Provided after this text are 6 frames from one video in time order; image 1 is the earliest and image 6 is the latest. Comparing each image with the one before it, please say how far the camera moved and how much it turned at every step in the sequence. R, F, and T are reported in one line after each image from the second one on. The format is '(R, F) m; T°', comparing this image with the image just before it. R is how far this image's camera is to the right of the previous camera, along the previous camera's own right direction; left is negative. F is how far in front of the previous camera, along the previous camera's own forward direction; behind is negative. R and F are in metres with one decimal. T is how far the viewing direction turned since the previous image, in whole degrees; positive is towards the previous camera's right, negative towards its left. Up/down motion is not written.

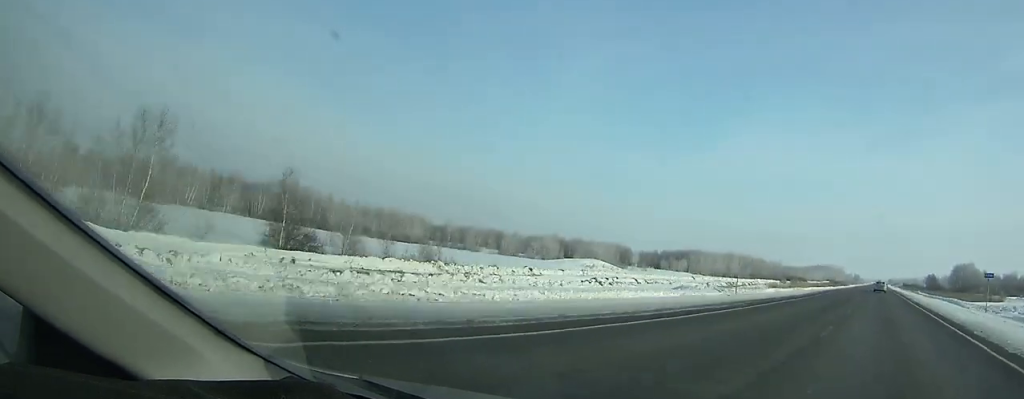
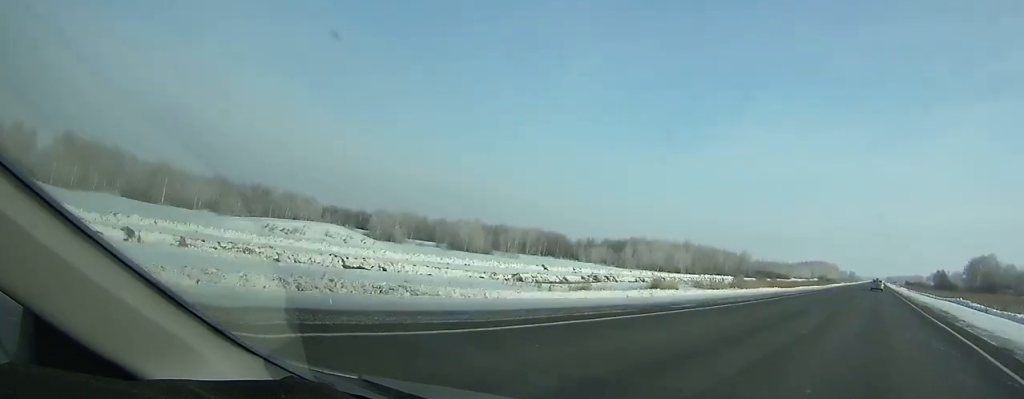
(-0.2, +74.1) m; 0°
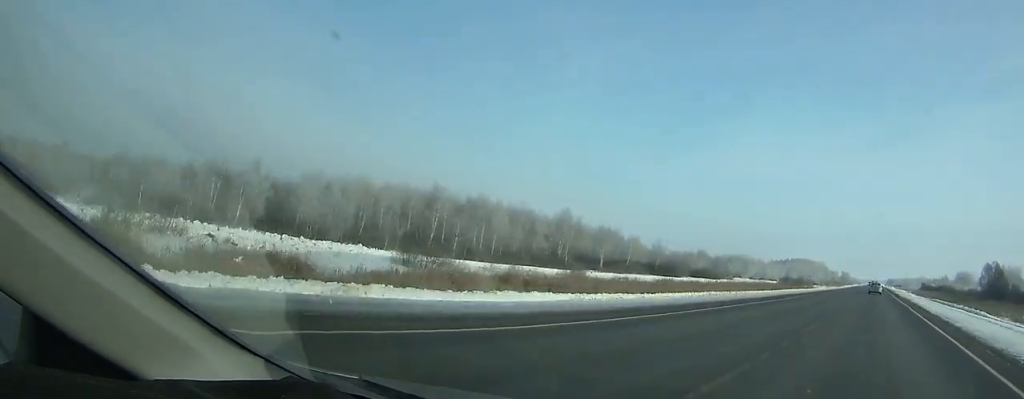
(+0.5, +152.2) m; 0°
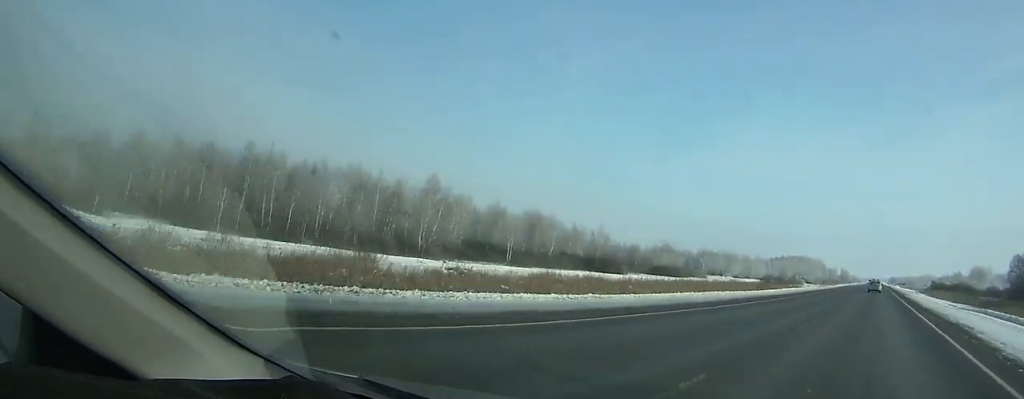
(+0.1, +37.4) m; 0°
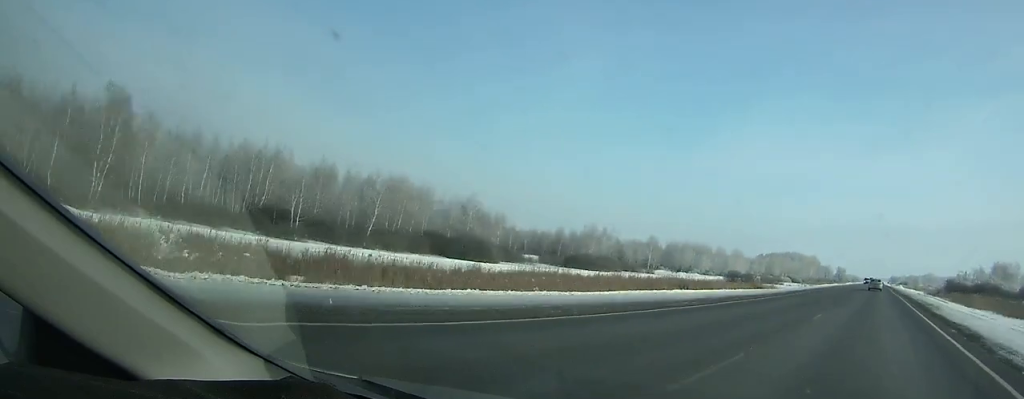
(0.0, +46.2) m; 0°
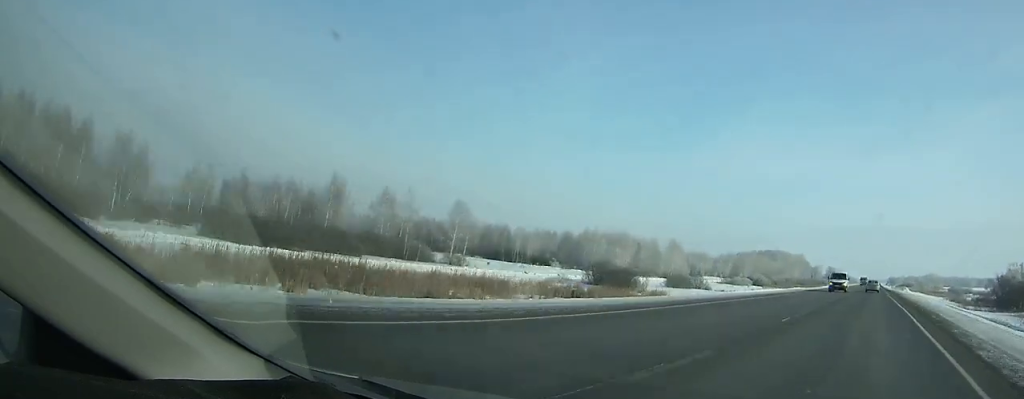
(-0.2, +72.2) m; 0°
